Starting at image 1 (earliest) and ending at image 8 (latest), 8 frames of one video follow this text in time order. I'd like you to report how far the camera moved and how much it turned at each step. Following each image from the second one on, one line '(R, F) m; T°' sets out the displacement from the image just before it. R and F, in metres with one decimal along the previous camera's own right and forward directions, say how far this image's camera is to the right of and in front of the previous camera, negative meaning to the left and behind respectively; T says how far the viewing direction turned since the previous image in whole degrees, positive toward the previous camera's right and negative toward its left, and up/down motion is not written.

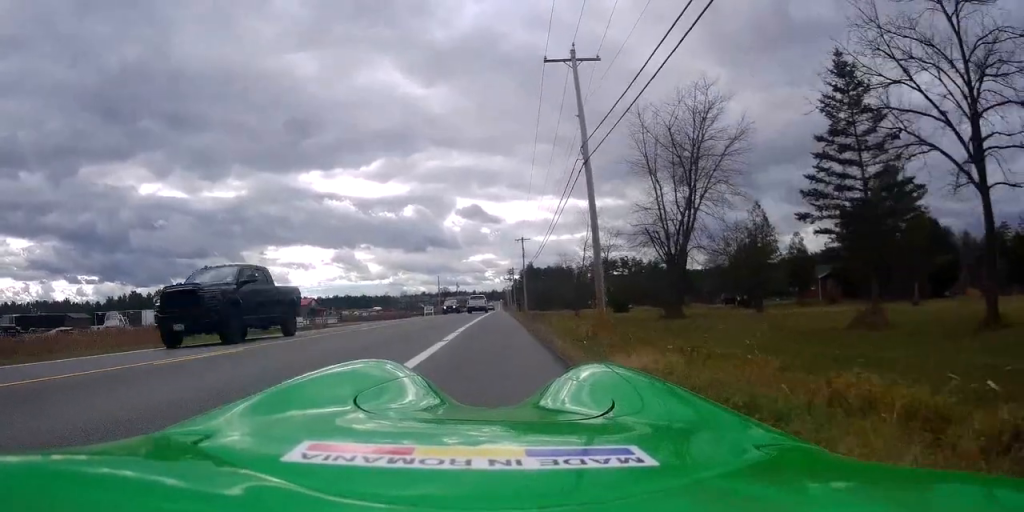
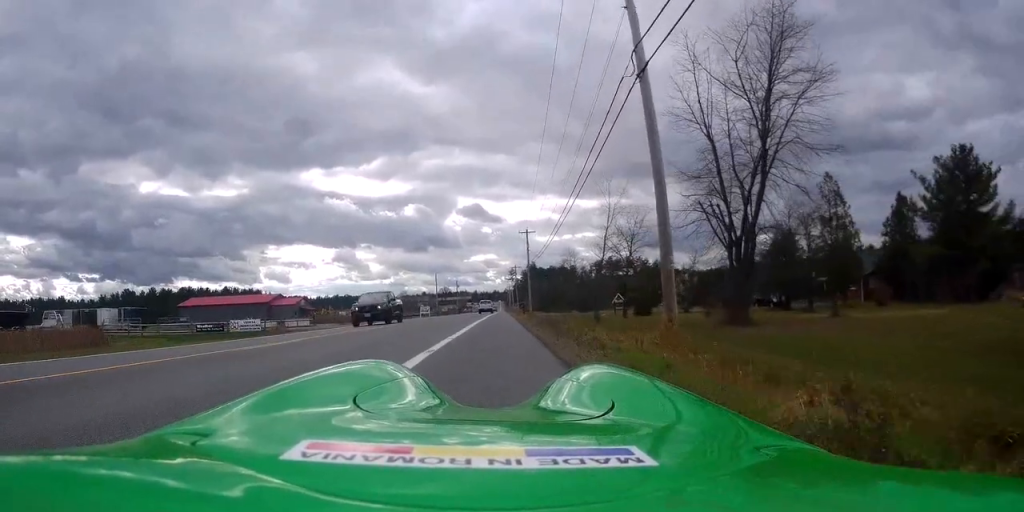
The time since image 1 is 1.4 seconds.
(0.0, +9.7) m; 0°
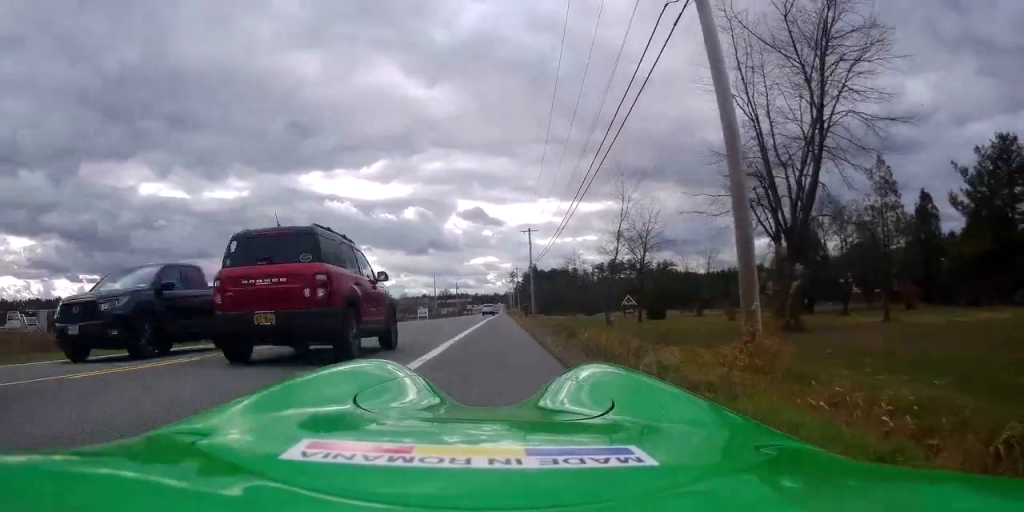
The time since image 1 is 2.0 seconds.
(0.0, +4.7) m; -1°
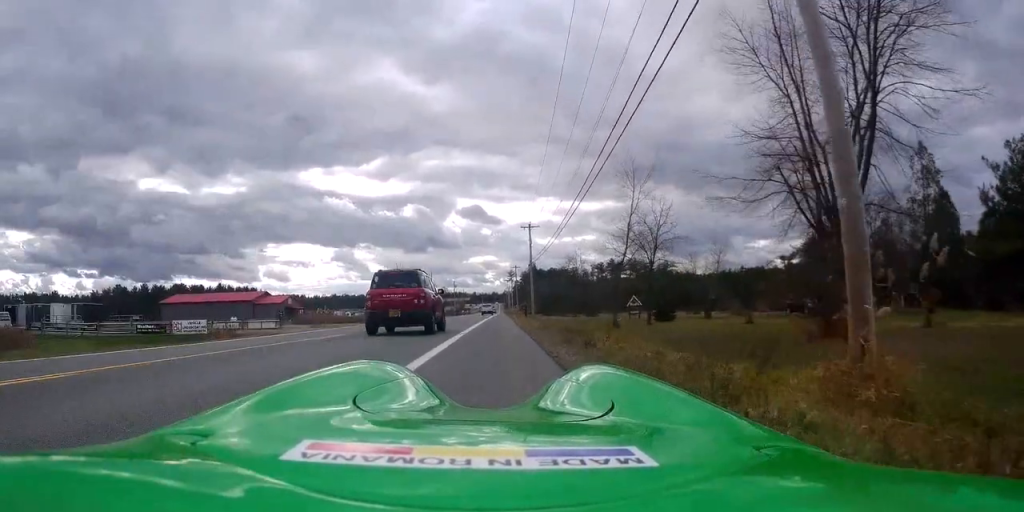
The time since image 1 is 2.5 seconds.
(0.0, +3.2) m; -1°
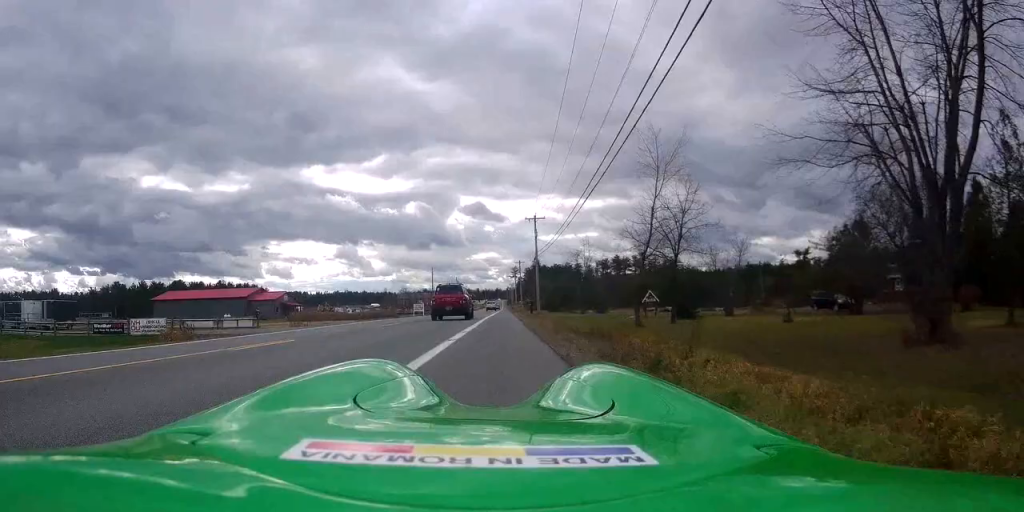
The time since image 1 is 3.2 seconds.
(-0.1, +5.0) m; -2°
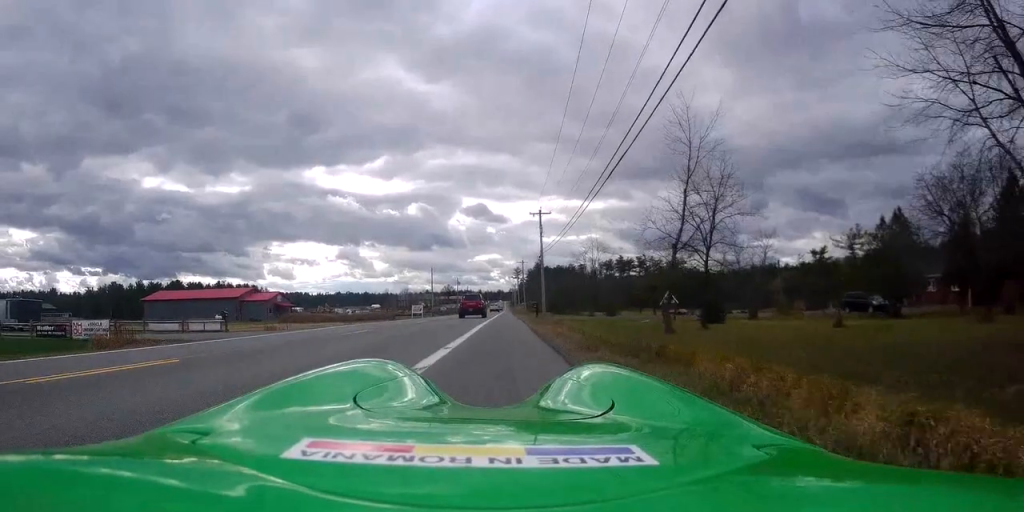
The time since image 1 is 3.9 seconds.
(-0.1, +4.9) m; -1°
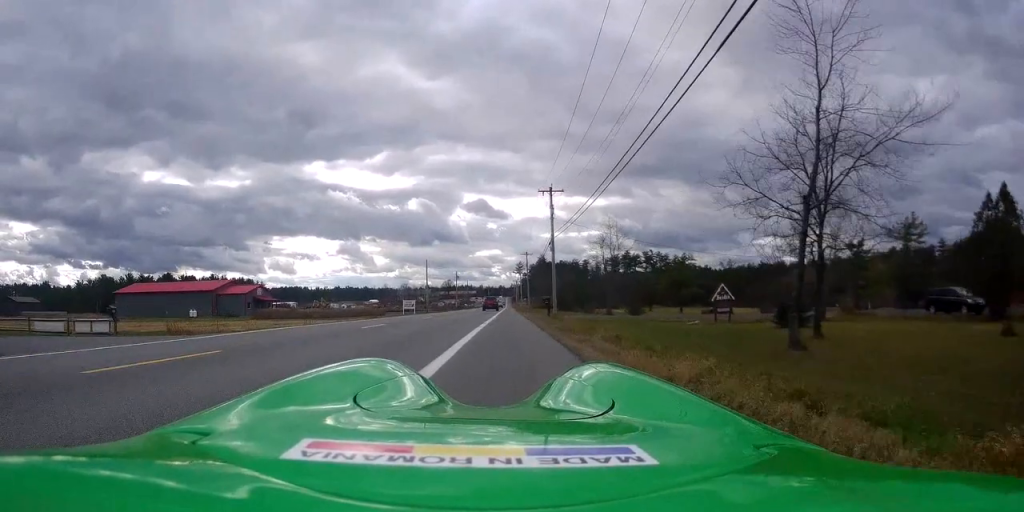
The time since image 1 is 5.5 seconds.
(+0.4, +11.0) m; +4°
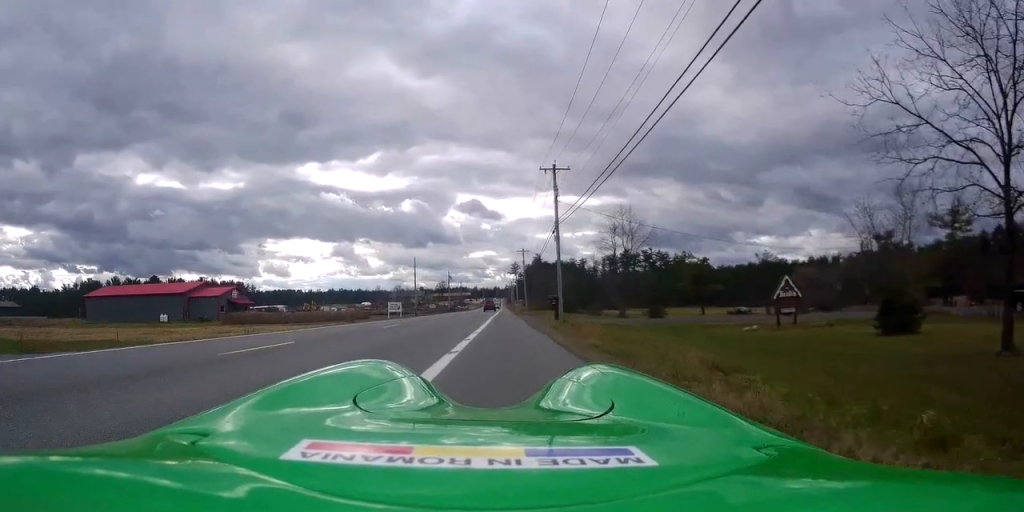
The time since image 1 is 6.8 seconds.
(0.0, +8.6) m; -2°
